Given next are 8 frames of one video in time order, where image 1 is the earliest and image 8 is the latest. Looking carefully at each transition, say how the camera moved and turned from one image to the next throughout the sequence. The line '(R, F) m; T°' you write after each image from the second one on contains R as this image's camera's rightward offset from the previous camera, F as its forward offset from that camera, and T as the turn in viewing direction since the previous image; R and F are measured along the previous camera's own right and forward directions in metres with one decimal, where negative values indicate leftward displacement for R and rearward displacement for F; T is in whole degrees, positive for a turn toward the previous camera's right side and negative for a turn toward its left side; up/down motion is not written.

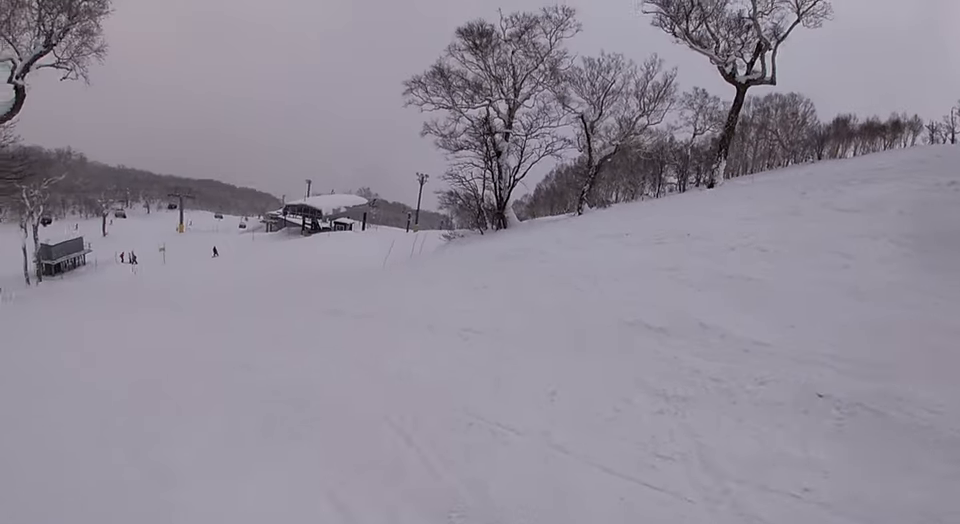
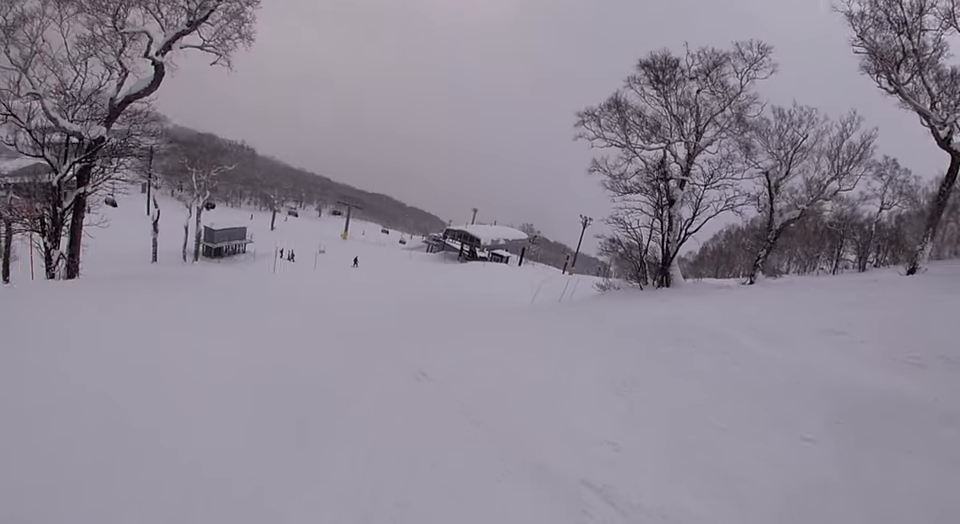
(+0.4, +3.4) m; -5°
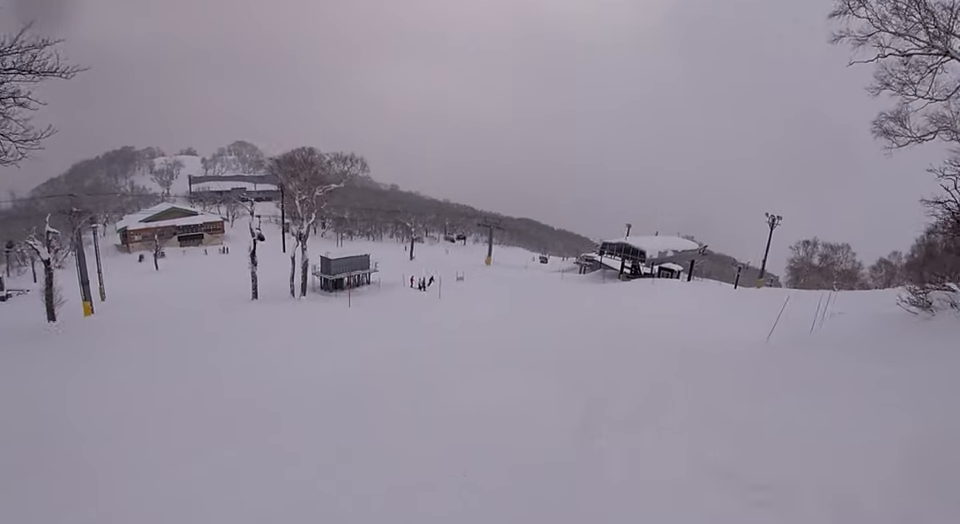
(-2.2, +15.2) m; -6°
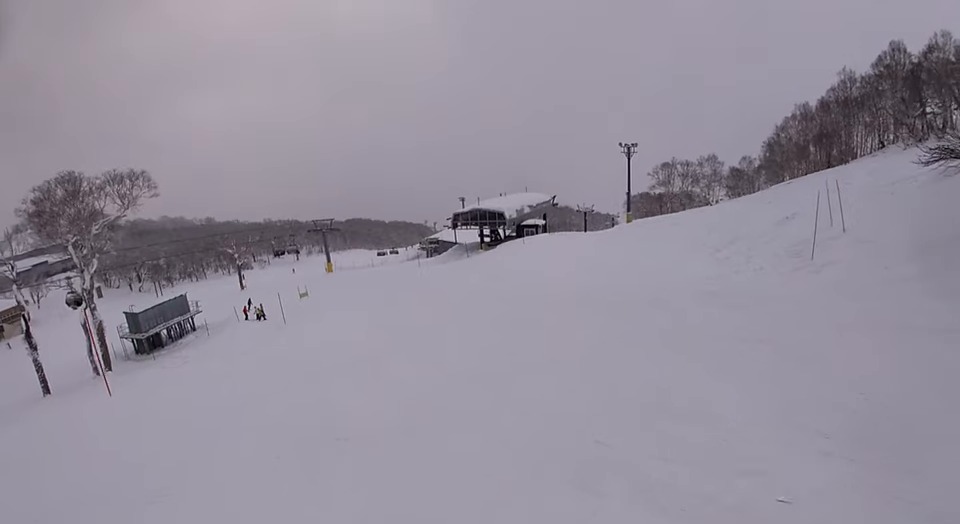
(+0.1, +9.8) m; 0°
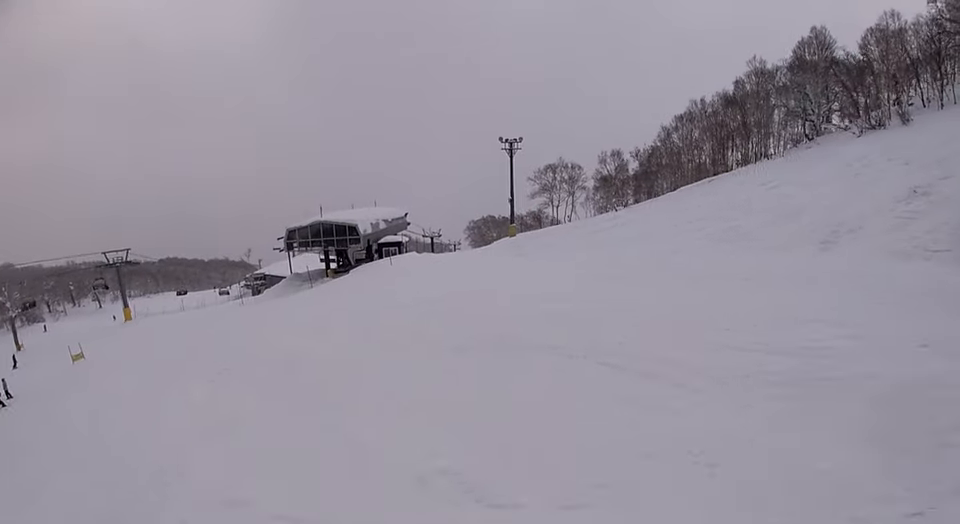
(+1.7, +15.3) m; +15°
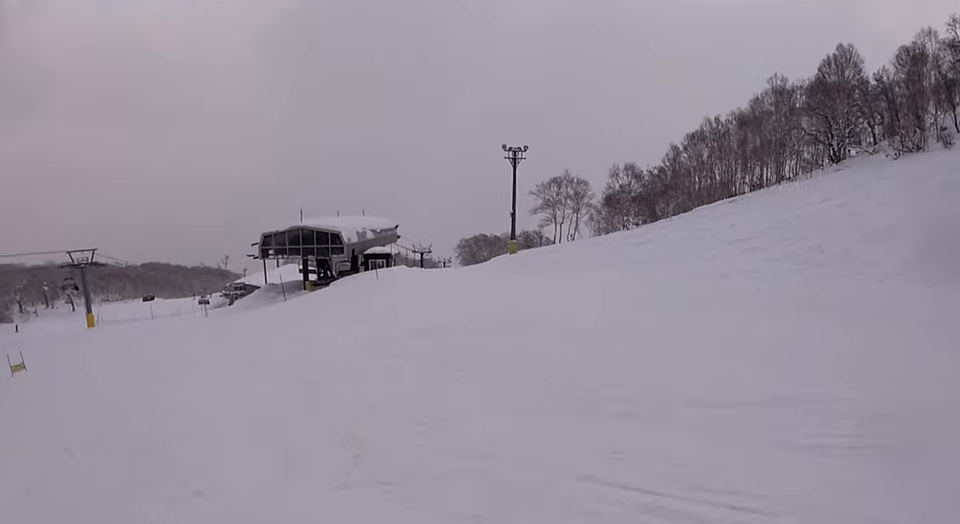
(+0.3, +5.2) m; +4°
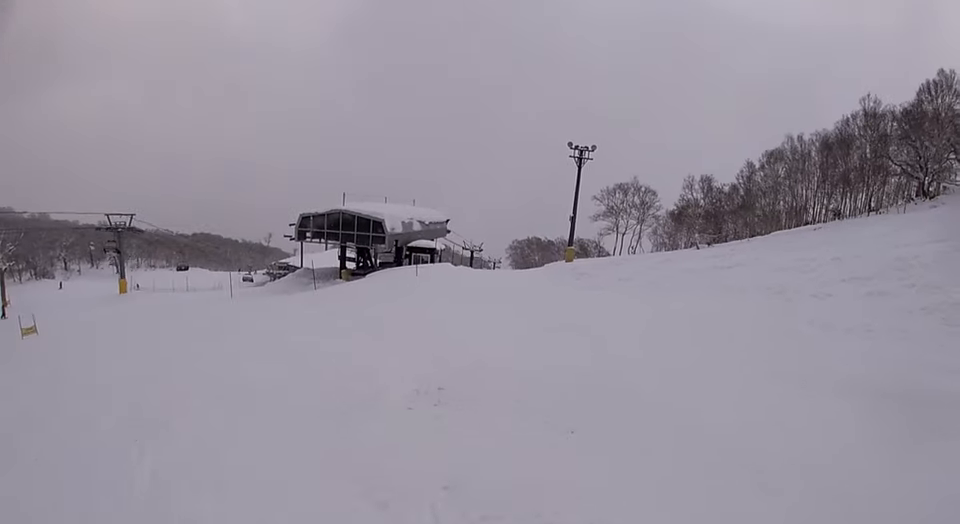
(0.0, +3.9) m; 0°
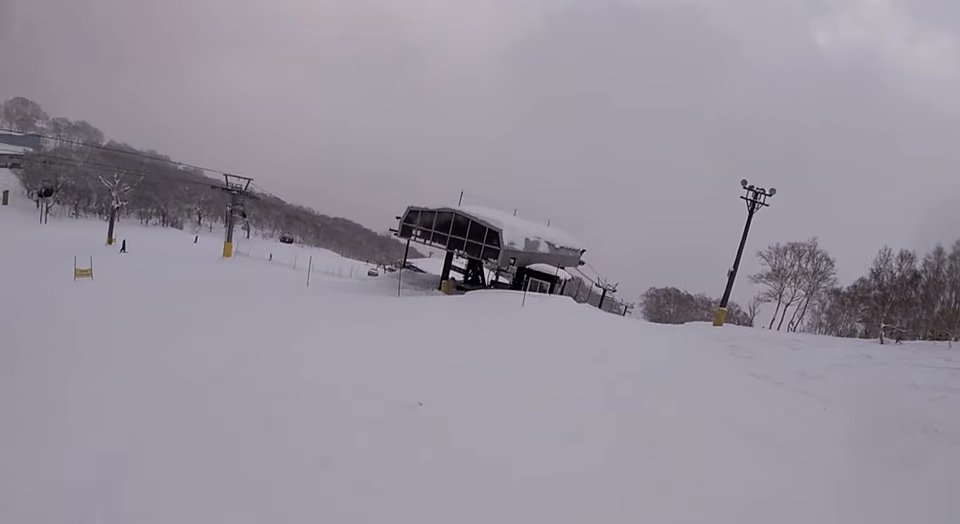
(-0.1, +8.1) m; -9°
